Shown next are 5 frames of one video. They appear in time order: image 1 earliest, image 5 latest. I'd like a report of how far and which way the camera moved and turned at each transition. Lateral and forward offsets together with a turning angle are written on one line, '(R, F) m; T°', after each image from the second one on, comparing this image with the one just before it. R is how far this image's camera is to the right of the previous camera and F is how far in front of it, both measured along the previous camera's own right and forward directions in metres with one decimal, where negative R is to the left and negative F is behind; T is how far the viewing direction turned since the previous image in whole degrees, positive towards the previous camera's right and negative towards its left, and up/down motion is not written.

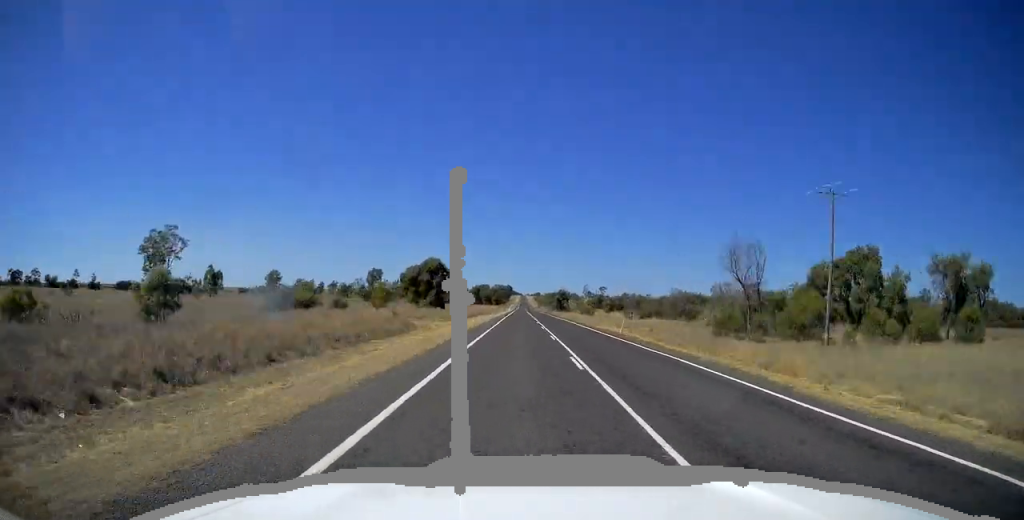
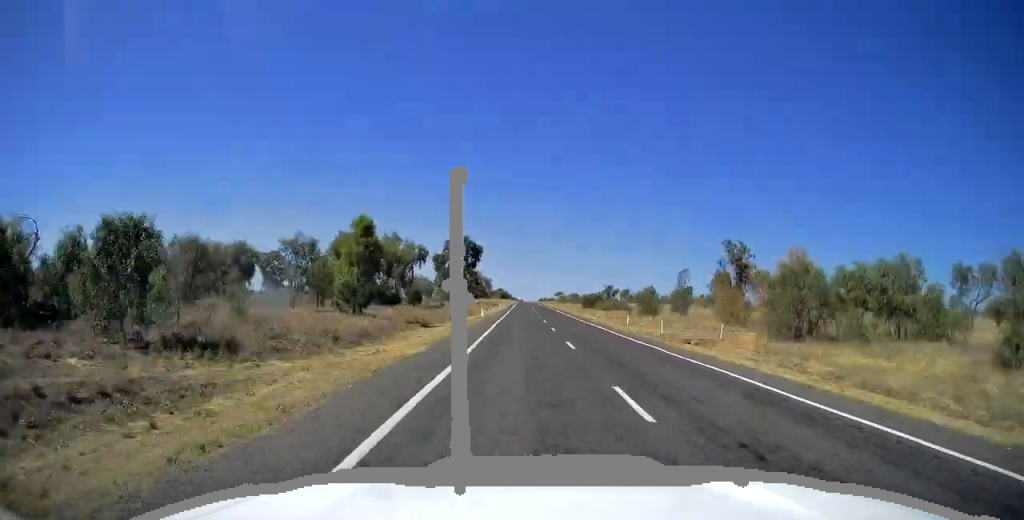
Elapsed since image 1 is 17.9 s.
(-3.9, +505.1) m; -1°
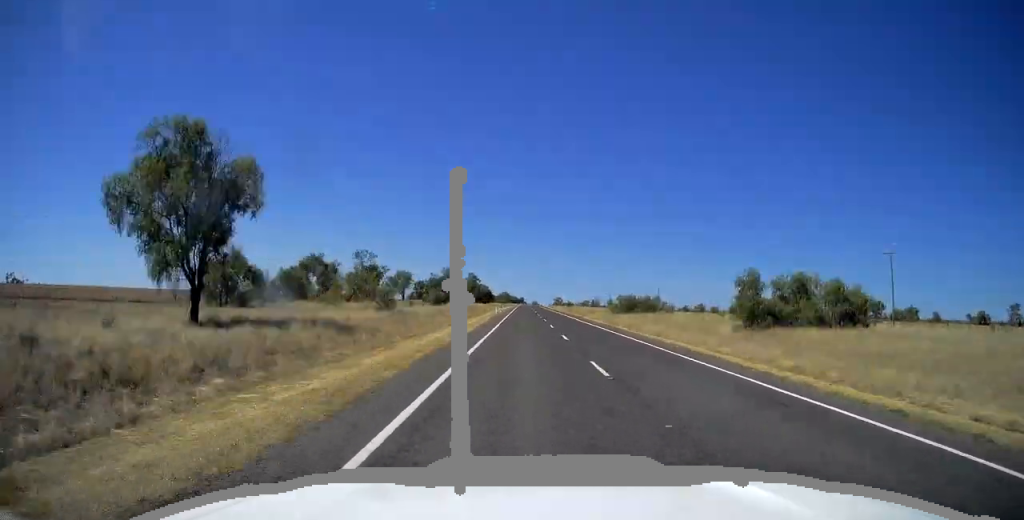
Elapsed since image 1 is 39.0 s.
(+2.1, +595.5) m; 0°
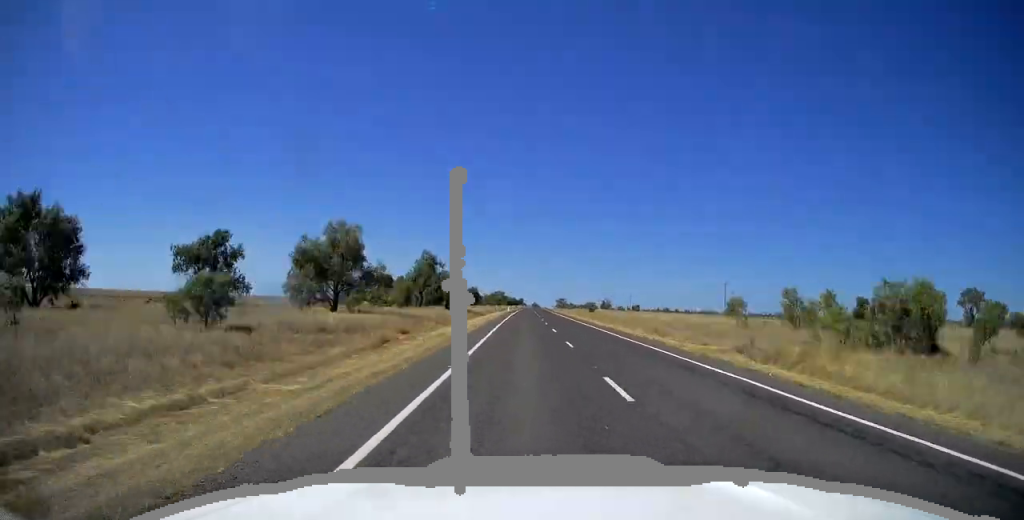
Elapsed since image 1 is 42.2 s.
(+0.1, +90.2) m; 0°
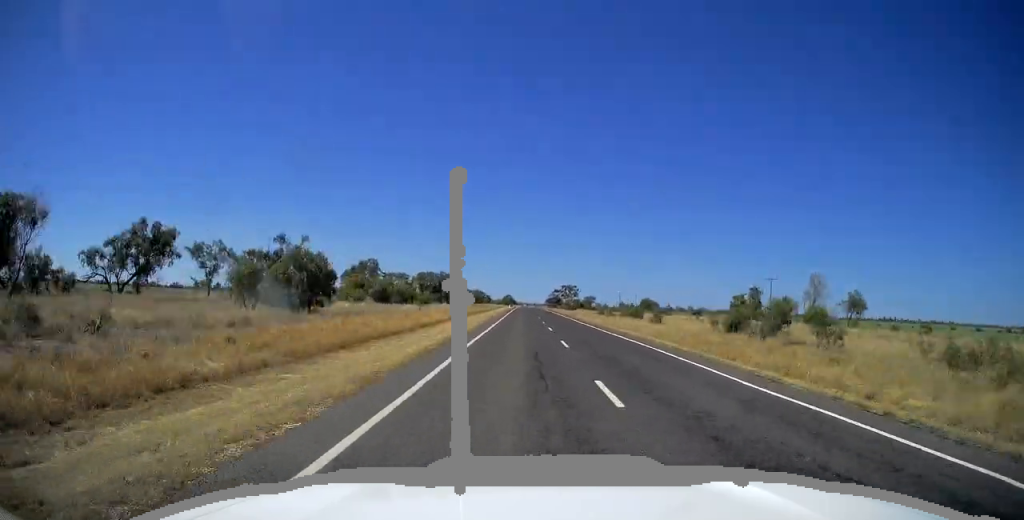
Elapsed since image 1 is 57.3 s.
(+7.7, +423.9) m; +2°
